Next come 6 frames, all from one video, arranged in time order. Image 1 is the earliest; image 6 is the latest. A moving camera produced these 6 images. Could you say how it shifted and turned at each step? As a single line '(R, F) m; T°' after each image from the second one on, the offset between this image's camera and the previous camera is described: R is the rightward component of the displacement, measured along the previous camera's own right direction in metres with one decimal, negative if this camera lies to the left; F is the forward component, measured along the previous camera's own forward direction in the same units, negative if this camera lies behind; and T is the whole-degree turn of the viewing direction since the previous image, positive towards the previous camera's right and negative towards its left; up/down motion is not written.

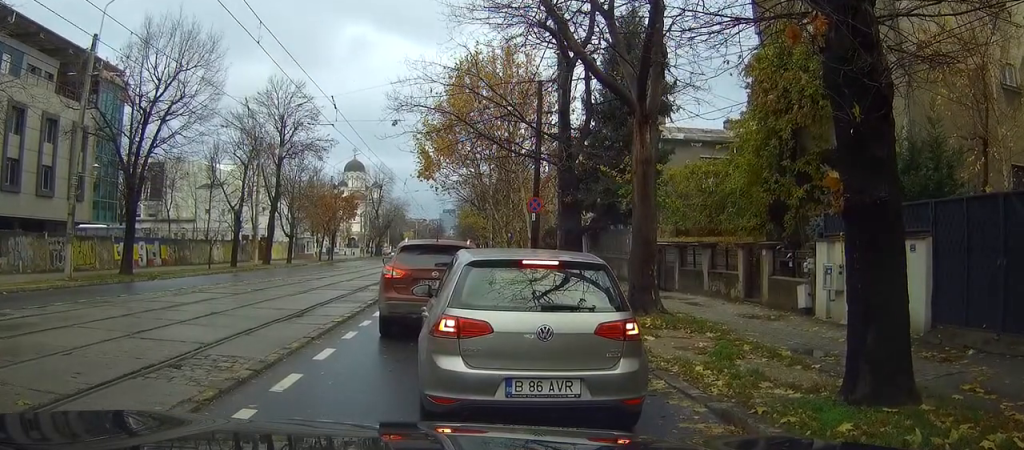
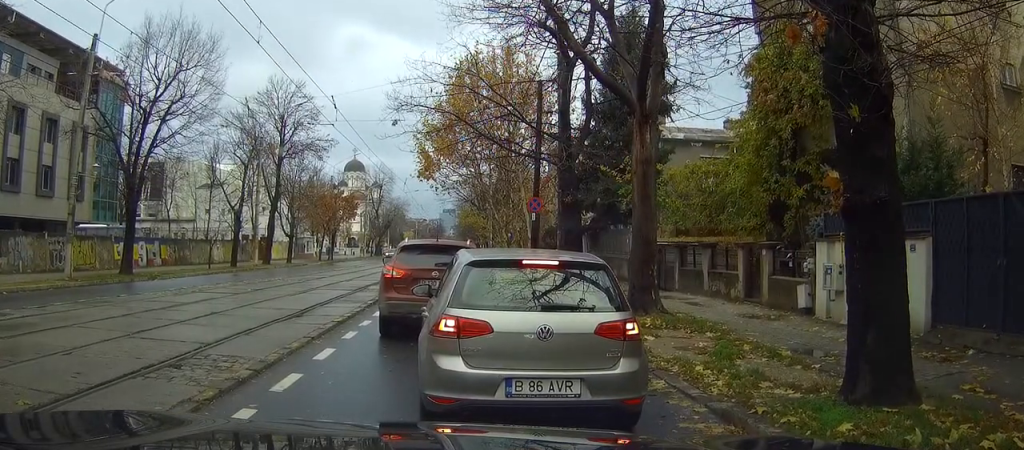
(0.0, 0.0) m; 0°
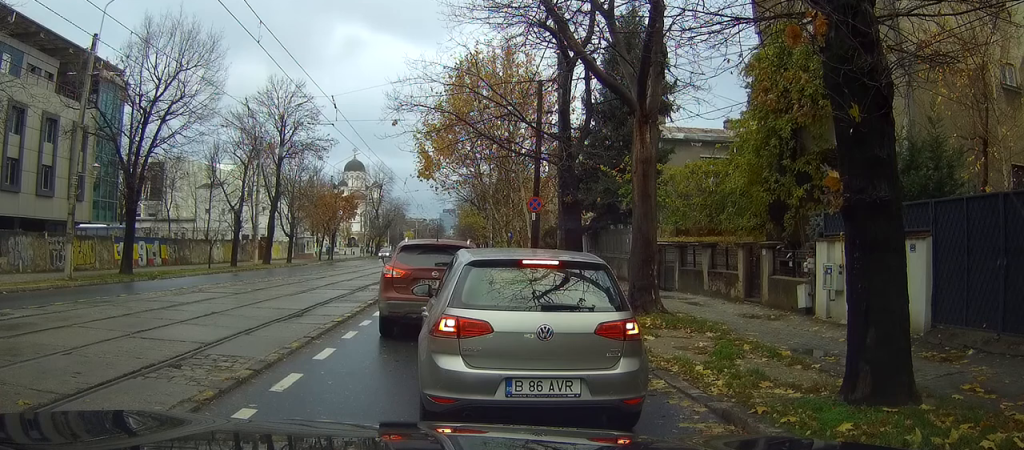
(0.0, 0.0) m; 0°
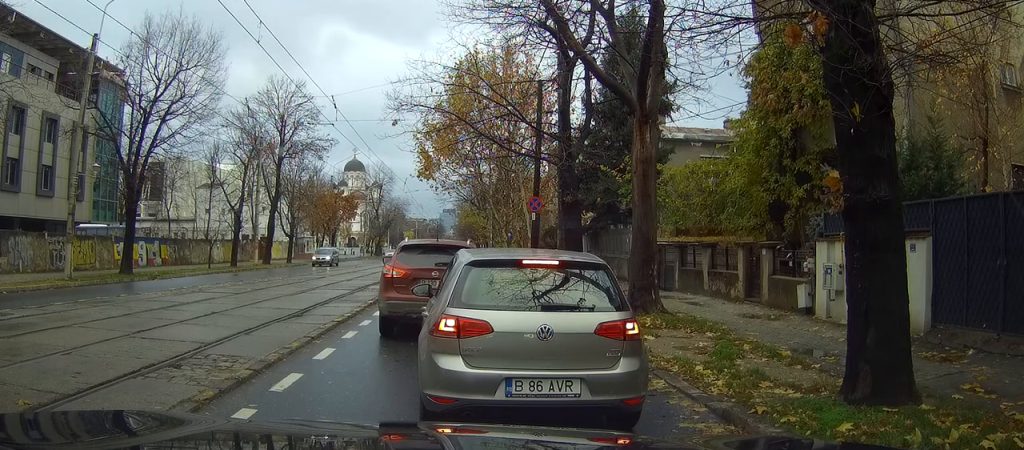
(-0.1, +0.3) m; 0°
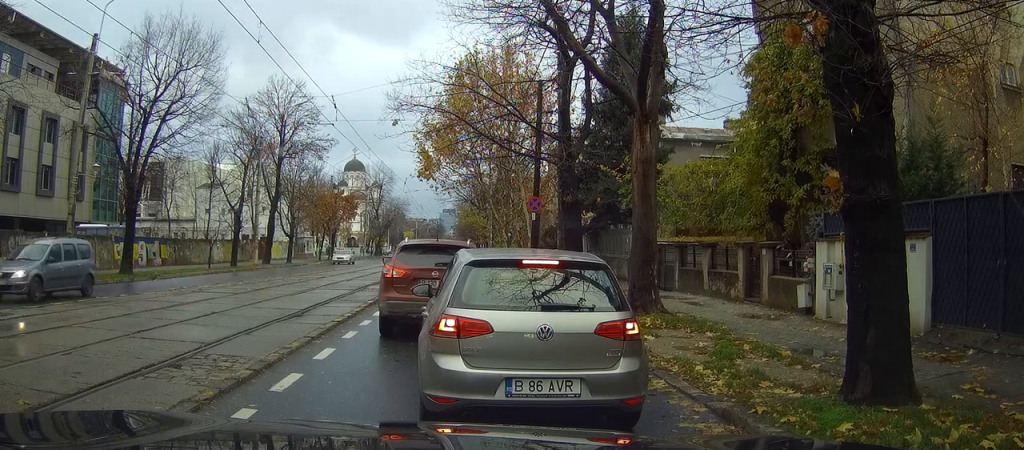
(0.0, +0.3) m; 0°
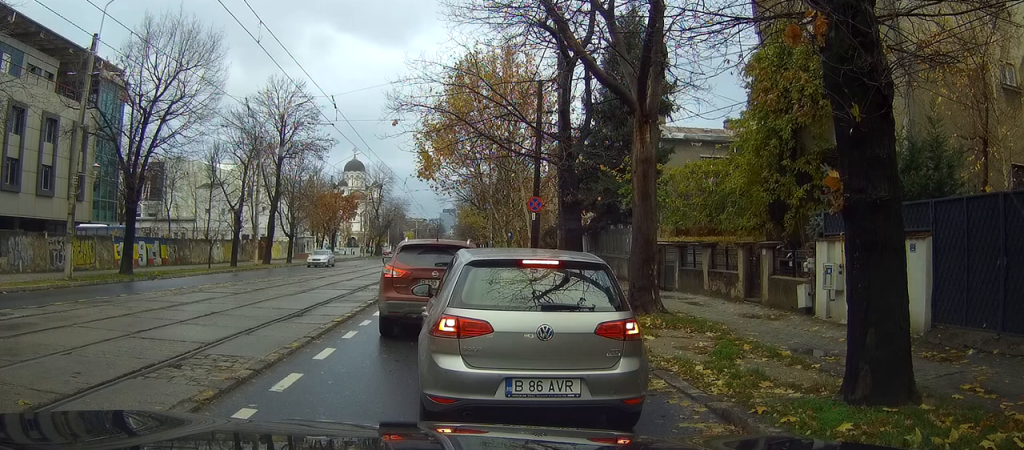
(0.0, 0.0) m; 0°
